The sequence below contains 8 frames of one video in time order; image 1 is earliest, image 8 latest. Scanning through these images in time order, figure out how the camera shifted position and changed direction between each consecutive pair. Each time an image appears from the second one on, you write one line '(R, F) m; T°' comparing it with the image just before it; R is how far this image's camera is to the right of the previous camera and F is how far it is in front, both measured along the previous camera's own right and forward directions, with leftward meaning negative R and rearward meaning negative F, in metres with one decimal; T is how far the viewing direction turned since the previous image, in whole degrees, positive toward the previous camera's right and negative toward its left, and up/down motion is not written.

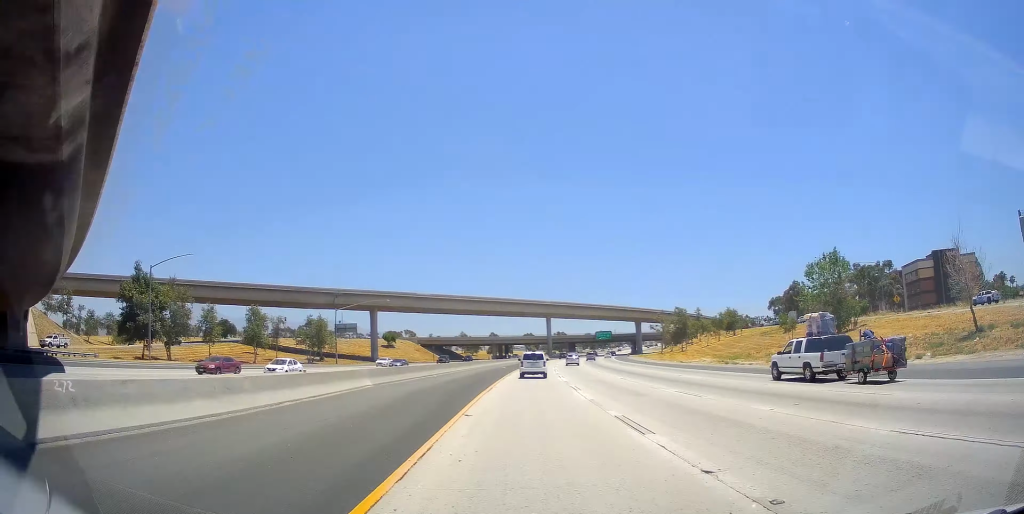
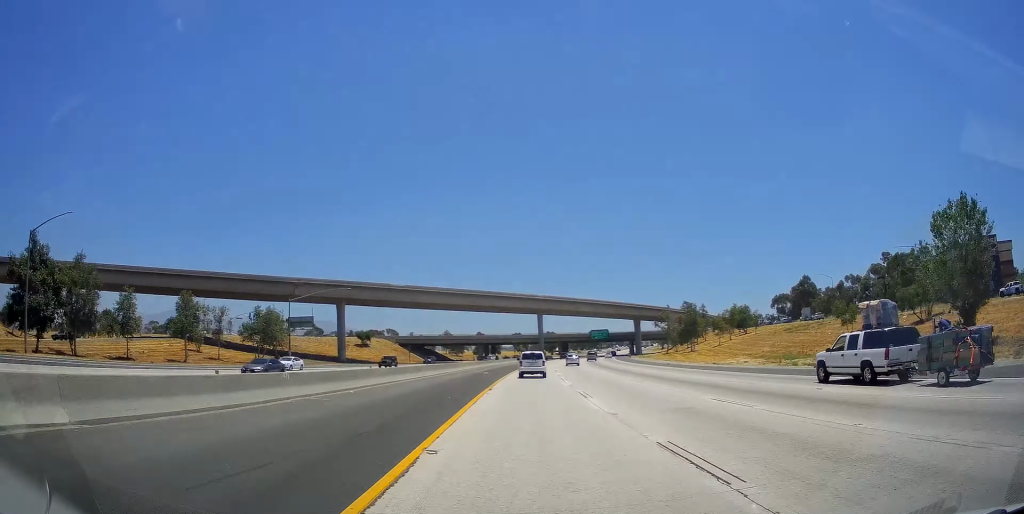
(0.0, +20.8) m; +1°
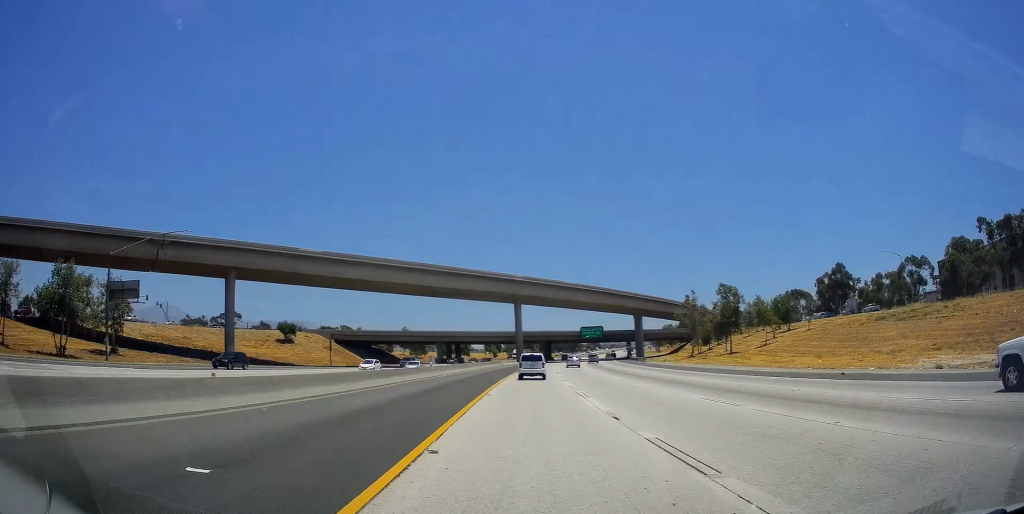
(+0.8, +42.1) m; +3°
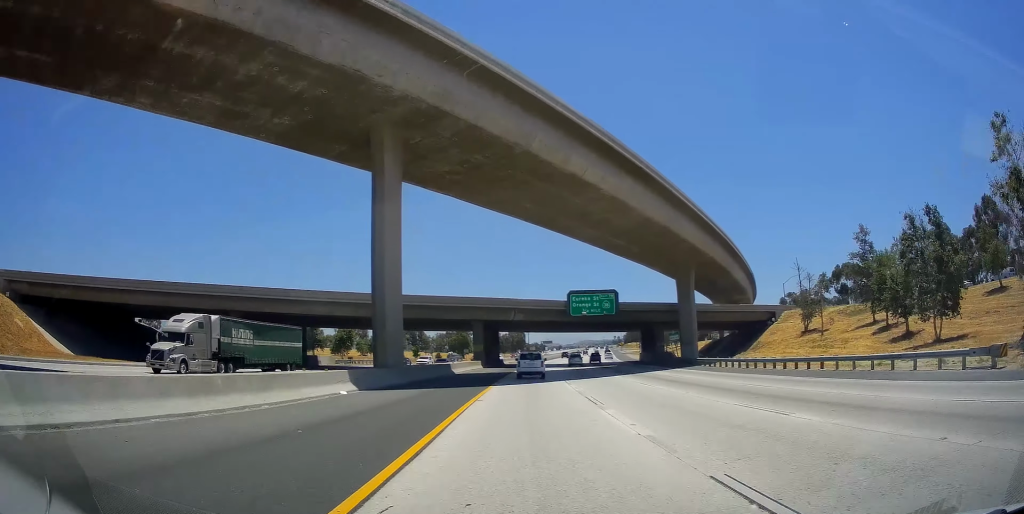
(+6.2, +89.7) m; +7°
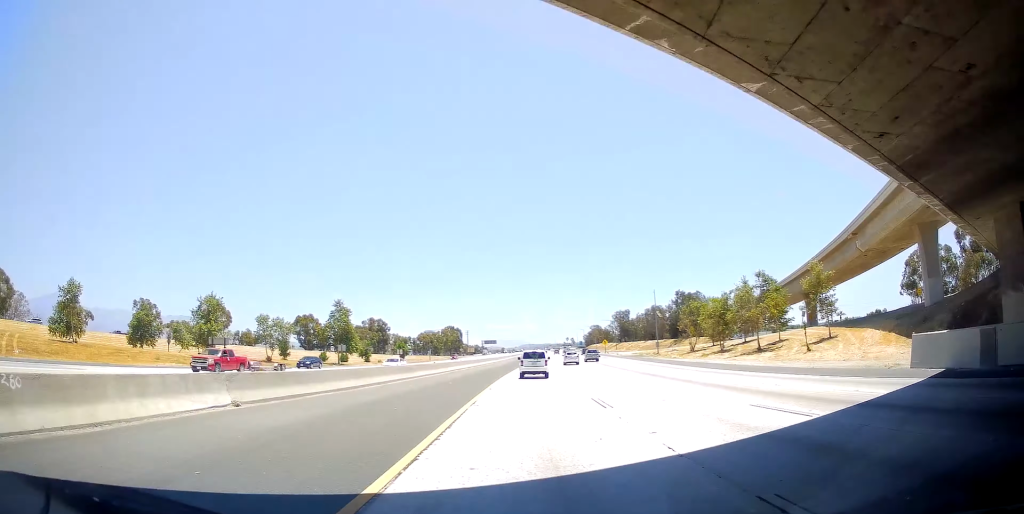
(+2.5, +90.3) m; +4°
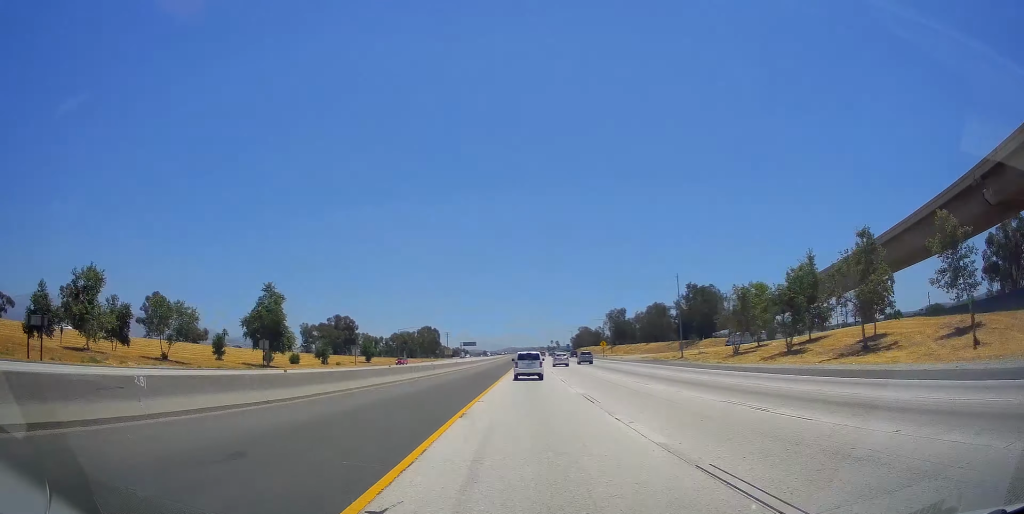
(+0.6, +25.5) m; +2°
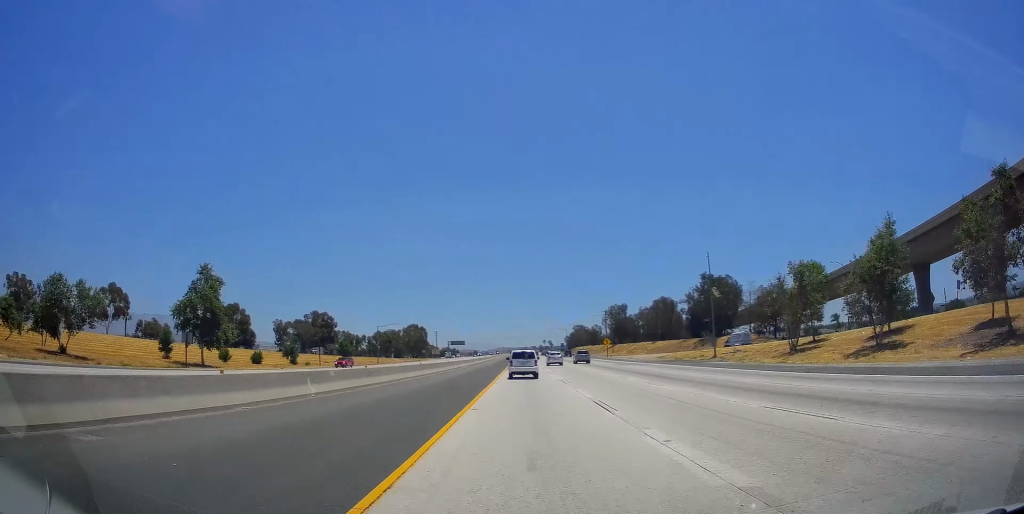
(+0.2, +17.6) m; +1°
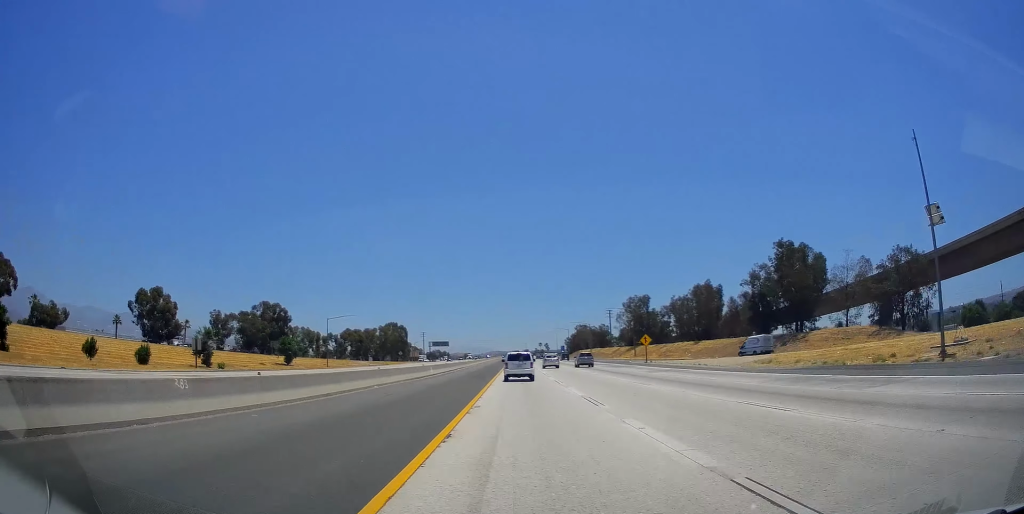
(+0.9, +41.1) m; +2°
